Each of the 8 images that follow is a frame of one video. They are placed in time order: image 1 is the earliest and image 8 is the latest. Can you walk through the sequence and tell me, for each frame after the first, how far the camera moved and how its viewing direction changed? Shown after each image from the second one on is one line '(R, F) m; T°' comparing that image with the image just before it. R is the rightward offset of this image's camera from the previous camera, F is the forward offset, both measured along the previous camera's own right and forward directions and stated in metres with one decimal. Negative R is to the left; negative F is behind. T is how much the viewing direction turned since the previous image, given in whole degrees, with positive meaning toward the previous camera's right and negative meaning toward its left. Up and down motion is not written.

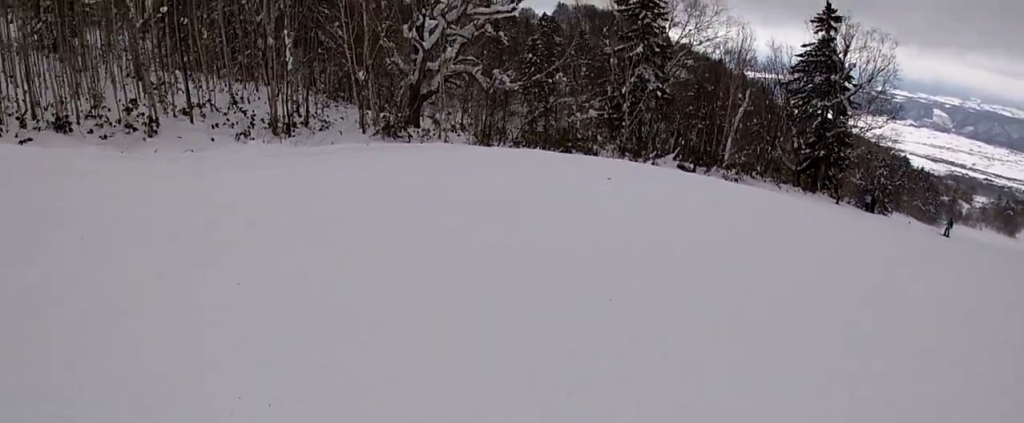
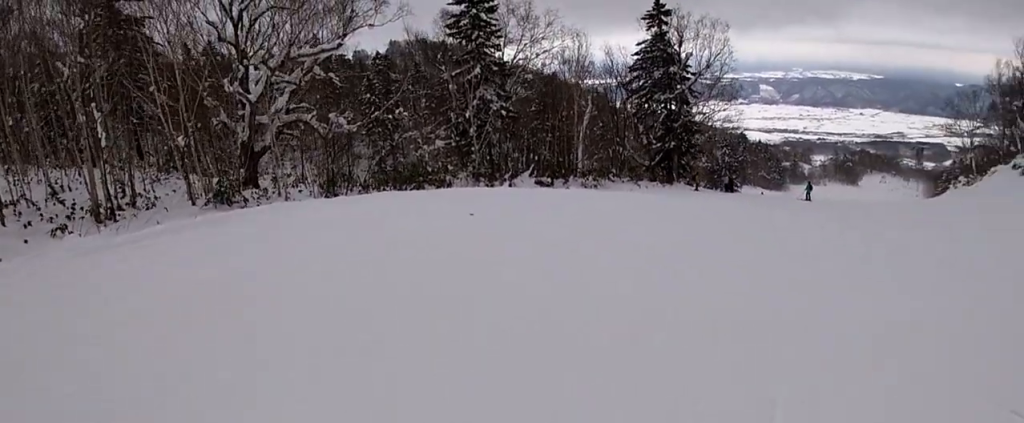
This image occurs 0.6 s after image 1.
(+0.5, +2.7) m; +11°
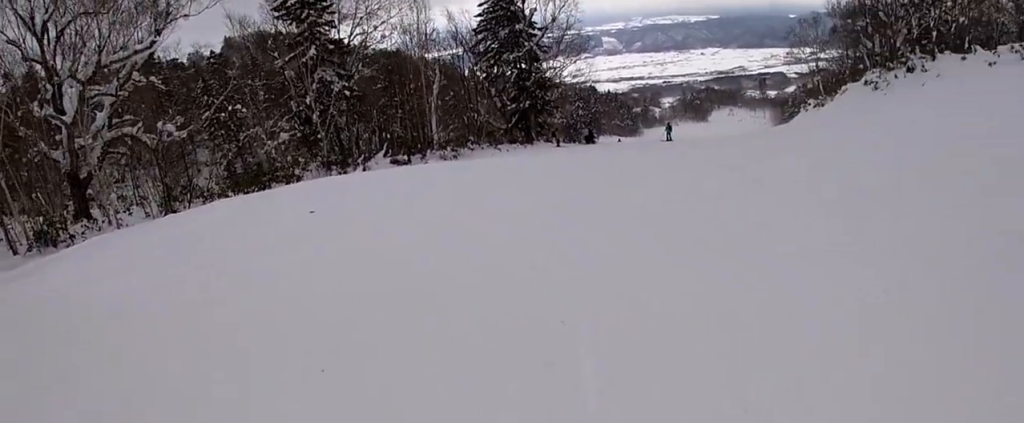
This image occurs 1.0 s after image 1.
(+0.1, +1.9) m; +7°
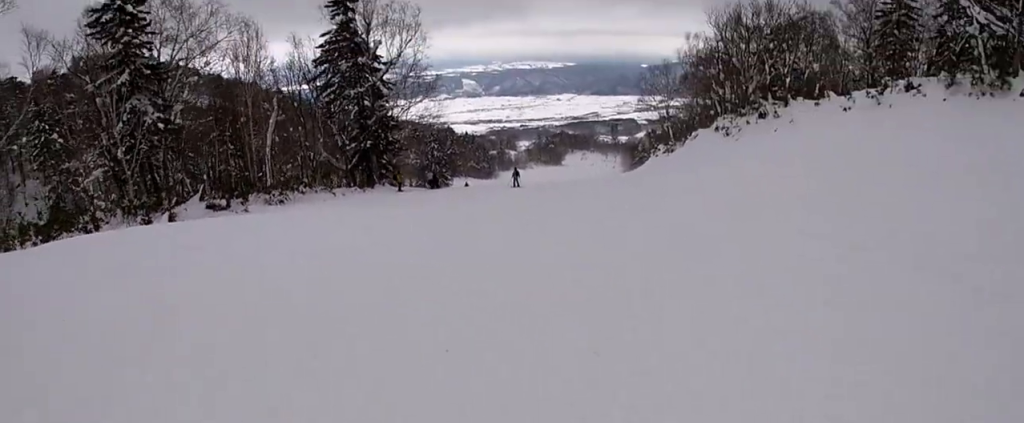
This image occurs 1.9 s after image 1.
(+0.3, +3.9) m; +6°
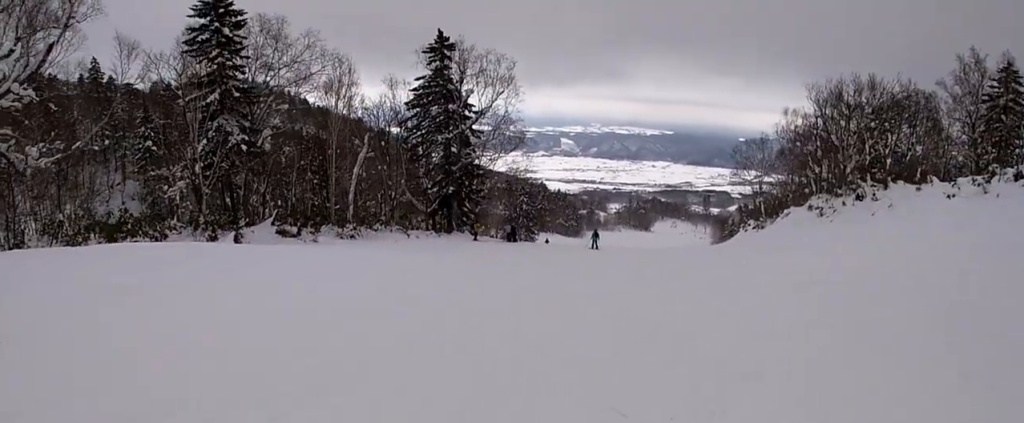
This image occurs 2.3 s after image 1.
(+0.7, +1.9) m; -8°
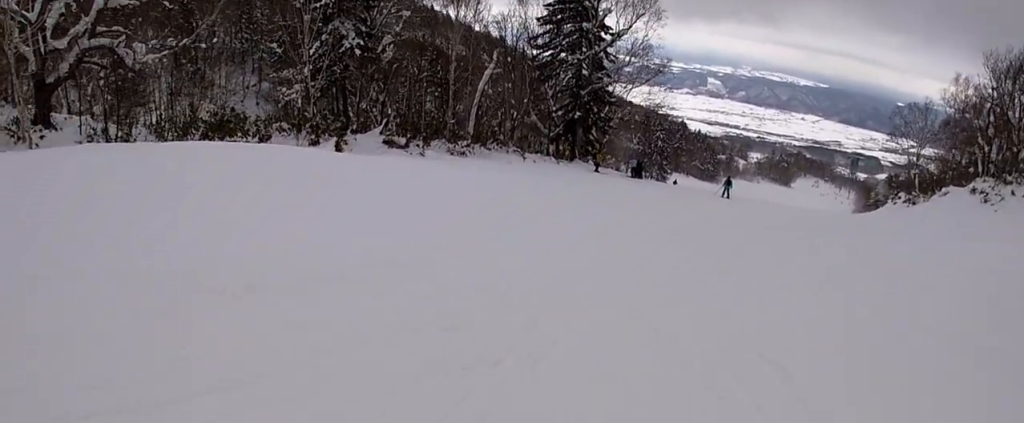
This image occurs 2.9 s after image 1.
(-0.2, +1.9) m; -12°
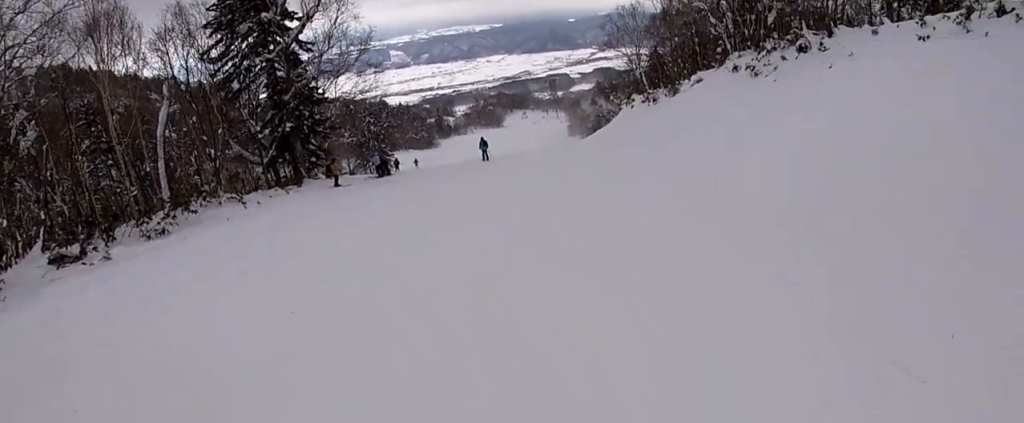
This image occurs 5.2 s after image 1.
(+0.5, +7.3) m; +31°
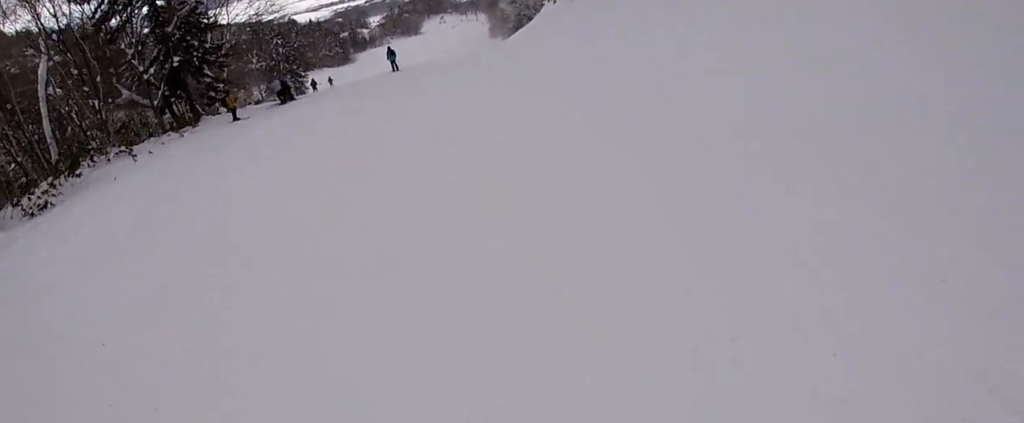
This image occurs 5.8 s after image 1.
(+0.3, +1.9) m; -1°
